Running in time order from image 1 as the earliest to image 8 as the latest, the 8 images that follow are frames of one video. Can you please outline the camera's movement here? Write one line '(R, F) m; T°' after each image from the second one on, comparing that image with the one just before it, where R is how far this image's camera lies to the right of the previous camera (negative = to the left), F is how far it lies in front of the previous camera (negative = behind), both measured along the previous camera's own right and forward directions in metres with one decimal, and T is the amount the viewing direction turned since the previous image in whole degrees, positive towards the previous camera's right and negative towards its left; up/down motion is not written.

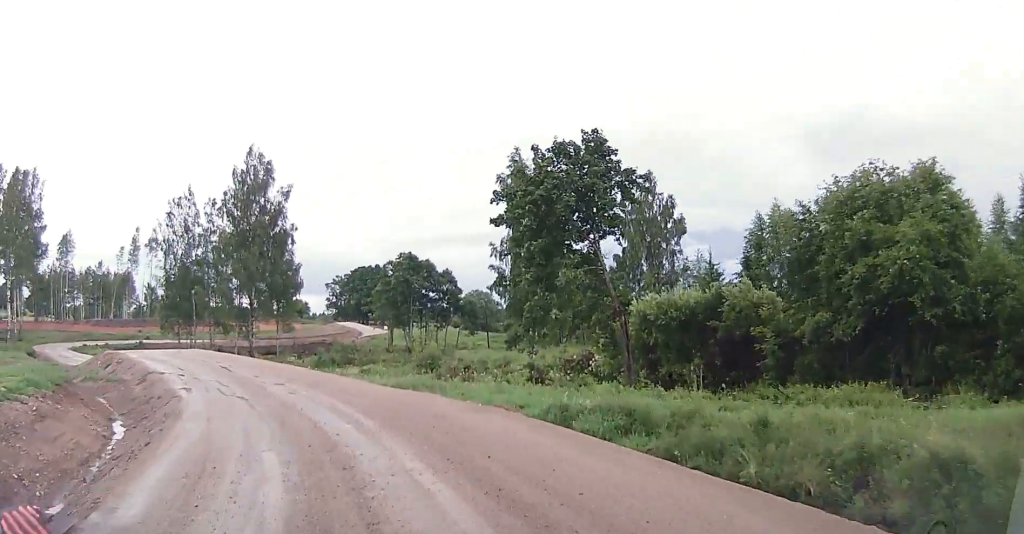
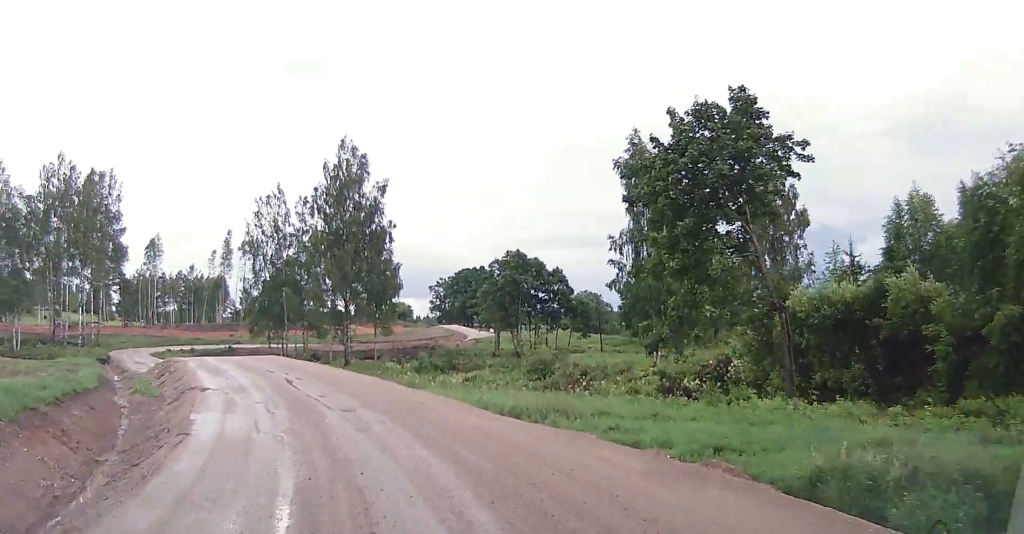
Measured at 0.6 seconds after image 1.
(-0.4, +5.4) m; -7°
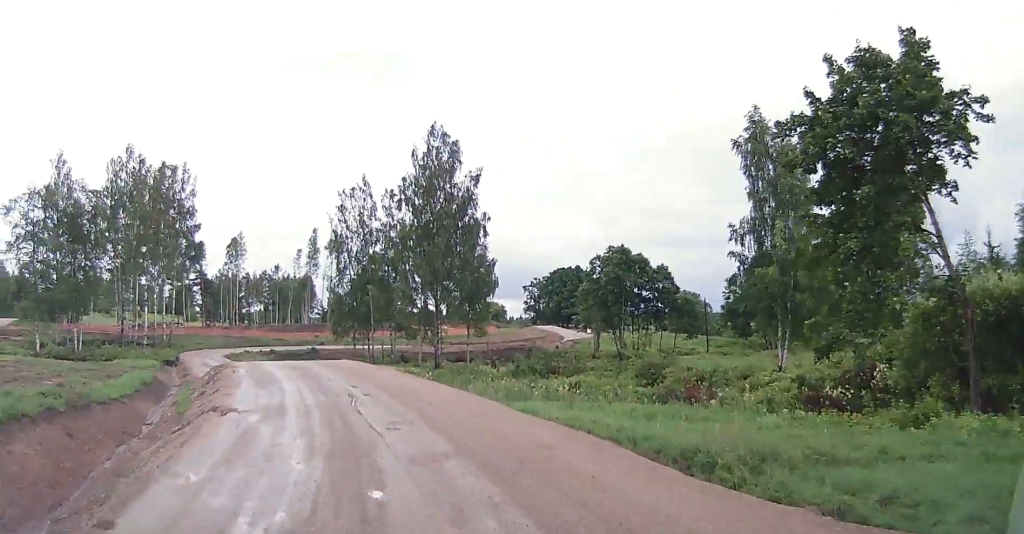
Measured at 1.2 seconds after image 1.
(-0.3, +5.3) m; -5°
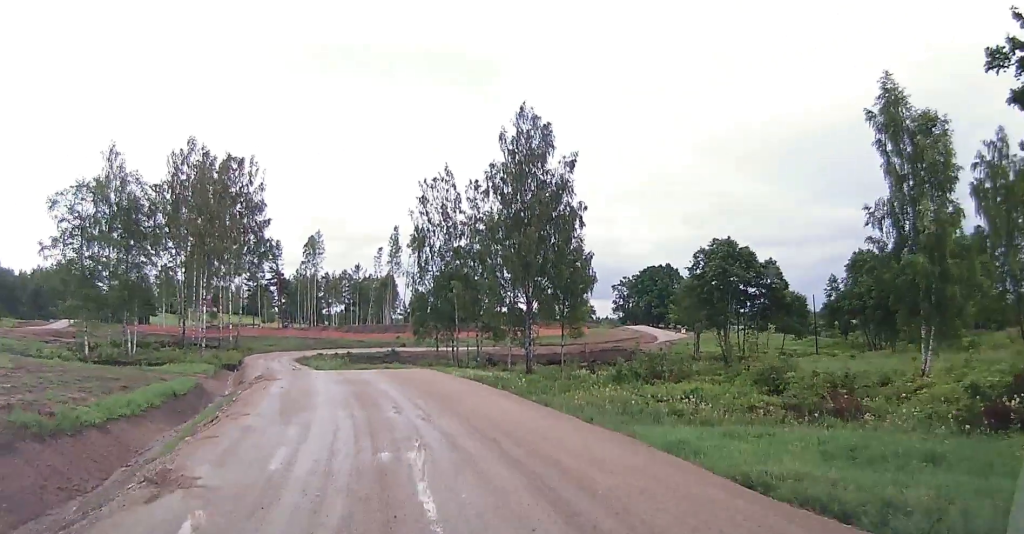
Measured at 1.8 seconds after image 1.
(-0.3, +6.6) m; -6°
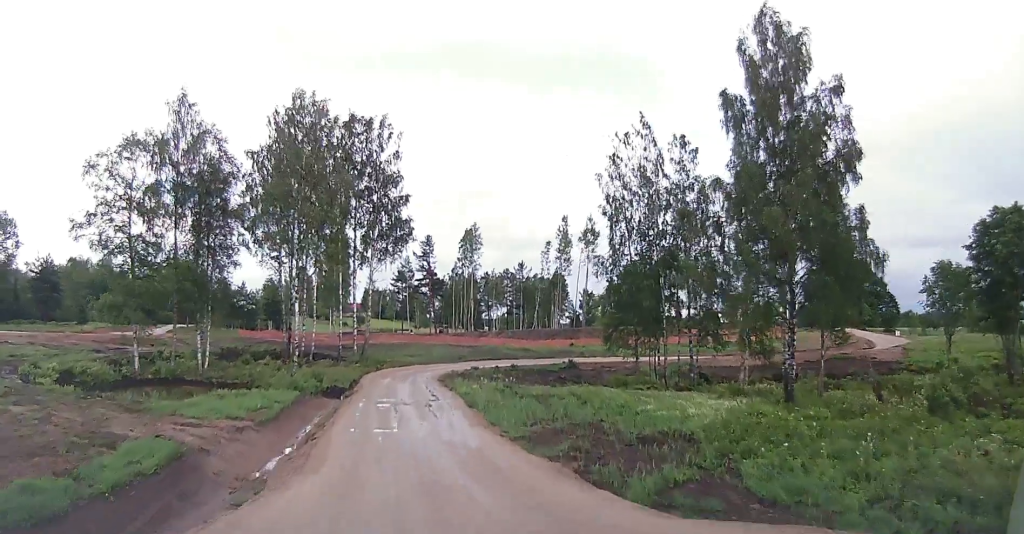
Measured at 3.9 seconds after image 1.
(-3.6, +21.4) m; -17°
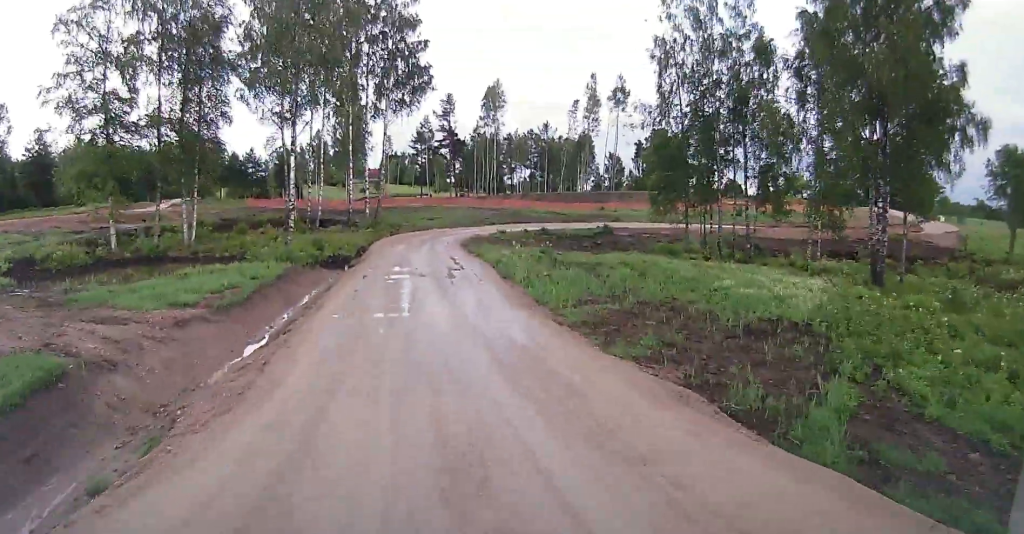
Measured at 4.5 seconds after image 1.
(-0.2, +6.8) m; -1°
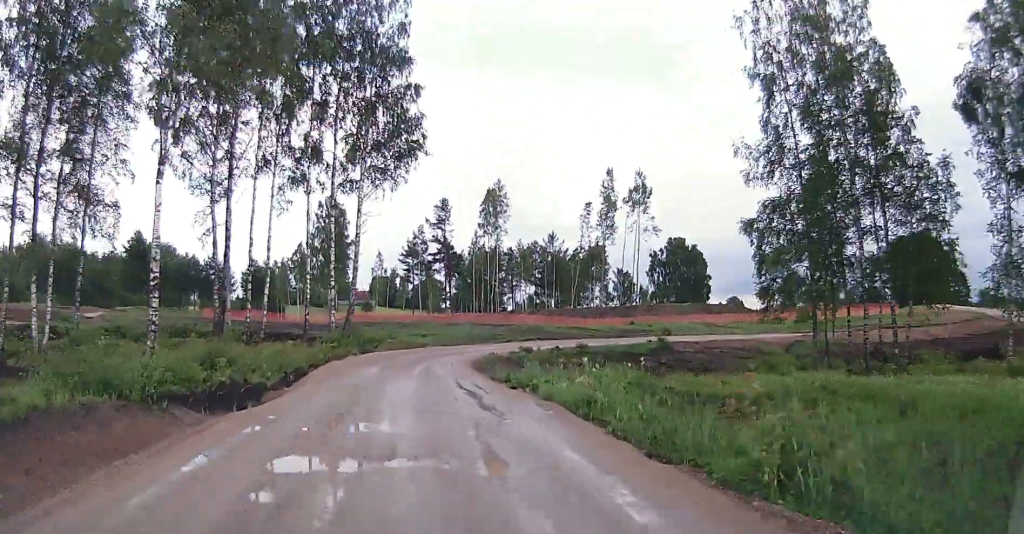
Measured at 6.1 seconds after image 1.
(+0.4, +18.3) m; +1°
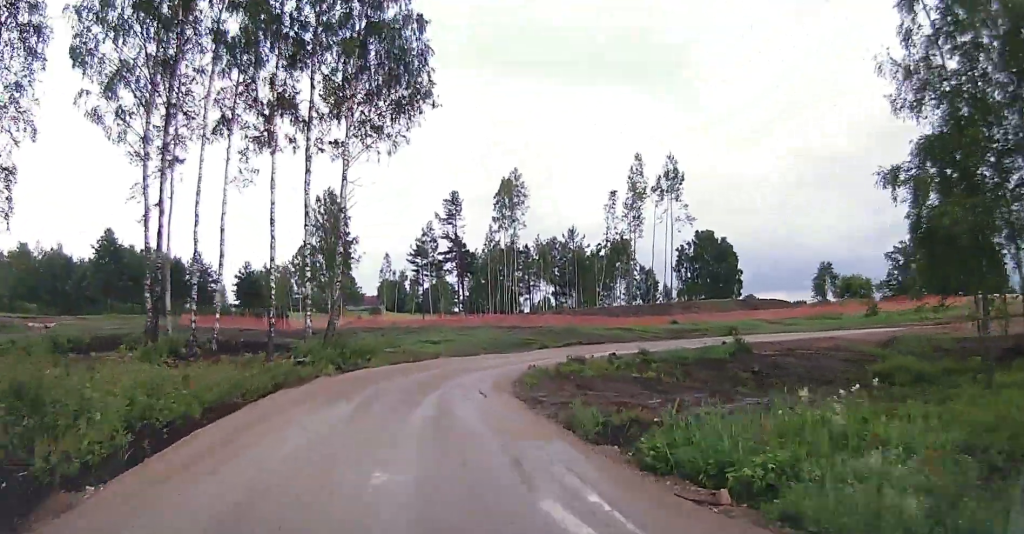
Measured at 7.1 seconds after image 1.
(-0.3, +11.5) m; -1°
